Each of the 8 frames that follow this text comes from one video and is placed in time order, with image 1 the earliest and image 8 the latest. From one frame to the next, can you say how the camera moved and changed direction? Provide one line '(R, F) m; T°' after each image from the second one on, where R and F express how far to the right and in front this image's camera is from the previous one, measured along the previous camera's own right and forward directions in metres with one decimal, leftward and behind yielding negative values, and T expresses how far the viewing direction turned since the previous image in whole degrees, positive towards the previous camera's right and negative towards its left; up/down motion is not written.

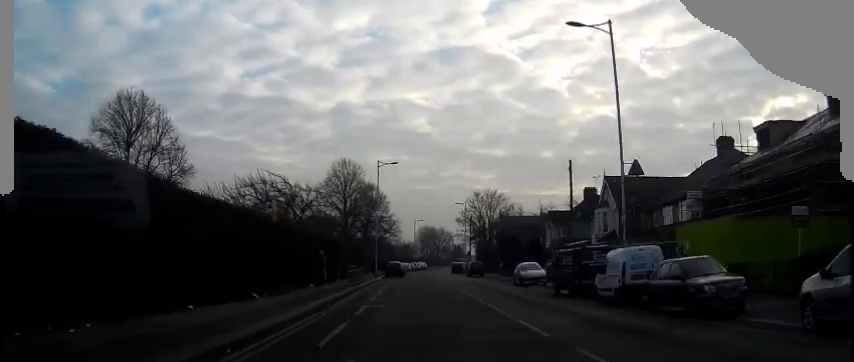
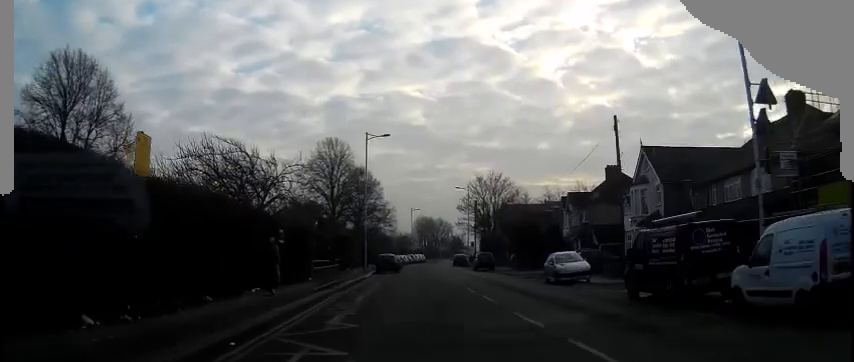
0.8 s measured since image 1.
(0.0, +10.0) m; 0°
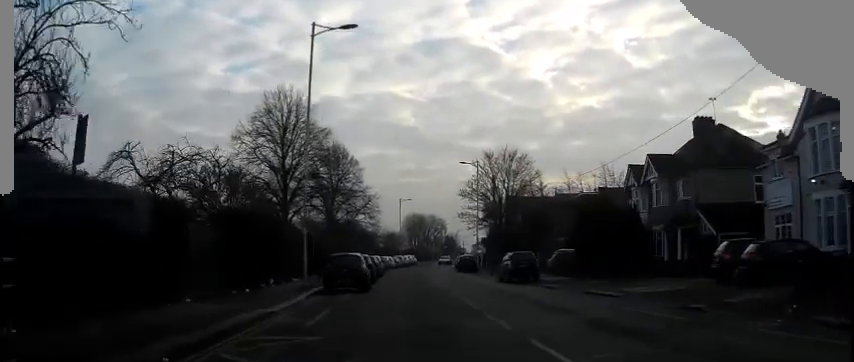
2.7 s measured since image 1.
(+0.2, +23.8) m; -4°
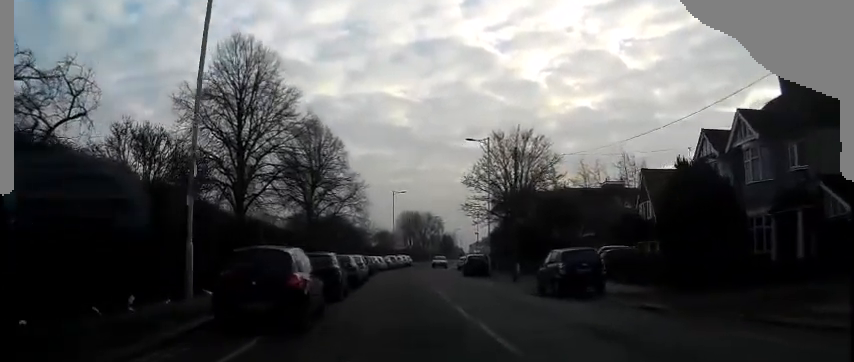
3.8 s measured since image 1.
(-1.1, +12.4) m; 0°
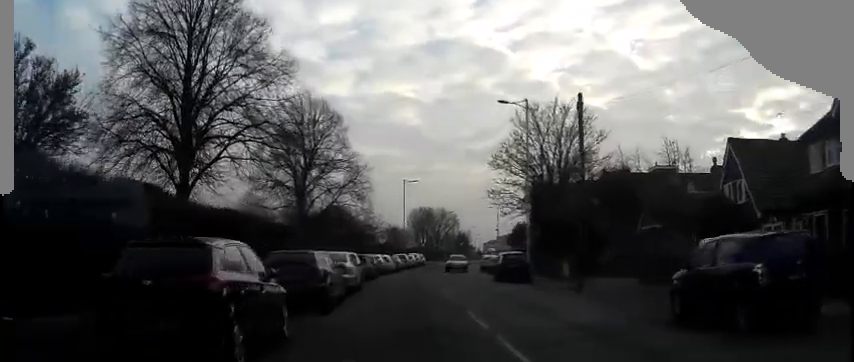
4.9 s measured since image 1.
(+1.4, +11.5) m; +10°
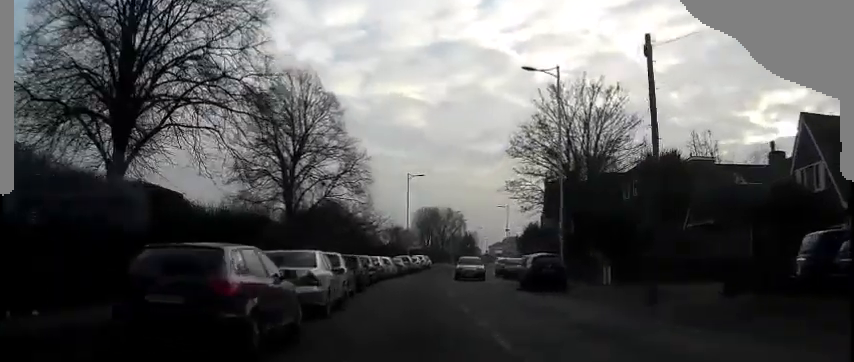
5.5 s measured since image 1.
(+0.6, +7.2) m; +1°
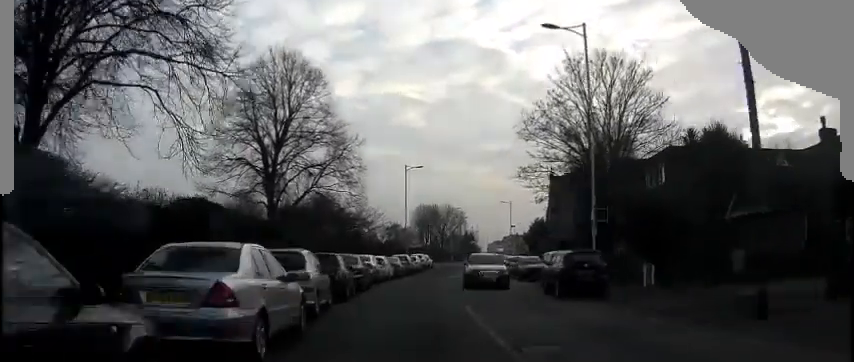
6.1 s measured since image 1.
(-0.6, +5.6) m; -5°
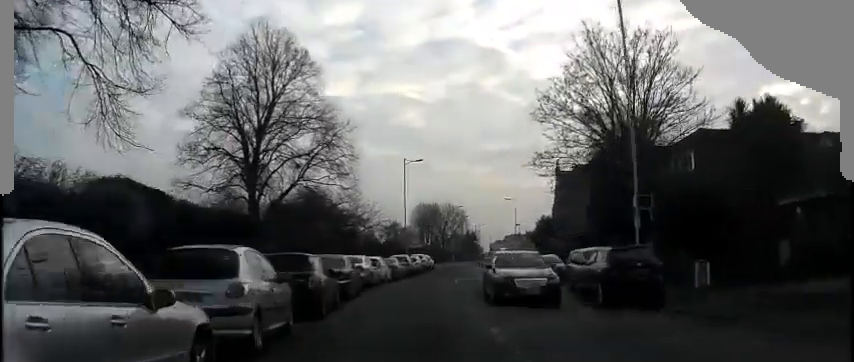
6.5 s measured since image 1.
(-0.1, +4.8) m; -2°
